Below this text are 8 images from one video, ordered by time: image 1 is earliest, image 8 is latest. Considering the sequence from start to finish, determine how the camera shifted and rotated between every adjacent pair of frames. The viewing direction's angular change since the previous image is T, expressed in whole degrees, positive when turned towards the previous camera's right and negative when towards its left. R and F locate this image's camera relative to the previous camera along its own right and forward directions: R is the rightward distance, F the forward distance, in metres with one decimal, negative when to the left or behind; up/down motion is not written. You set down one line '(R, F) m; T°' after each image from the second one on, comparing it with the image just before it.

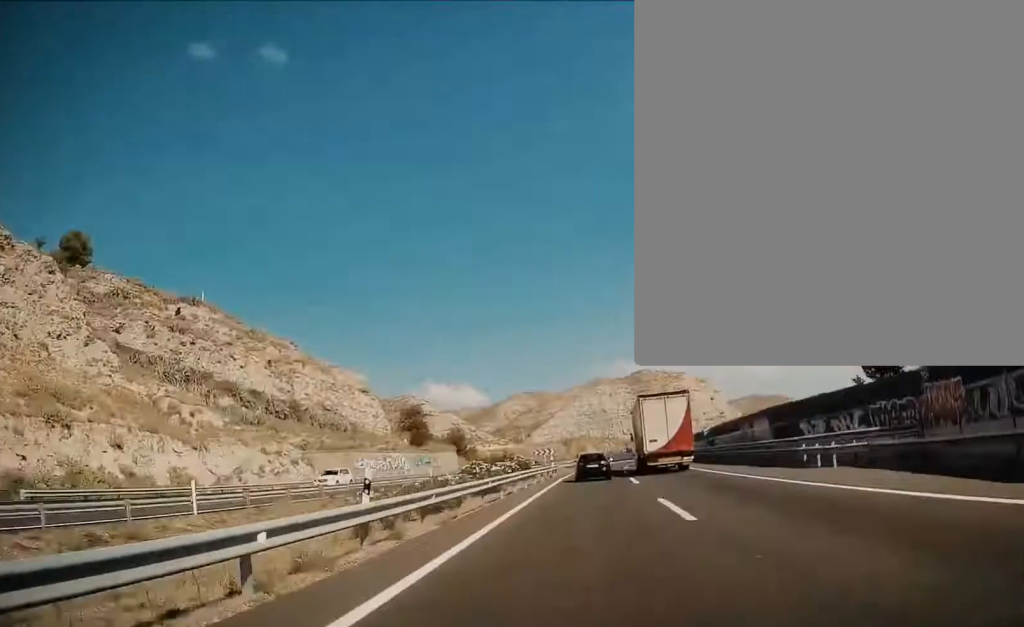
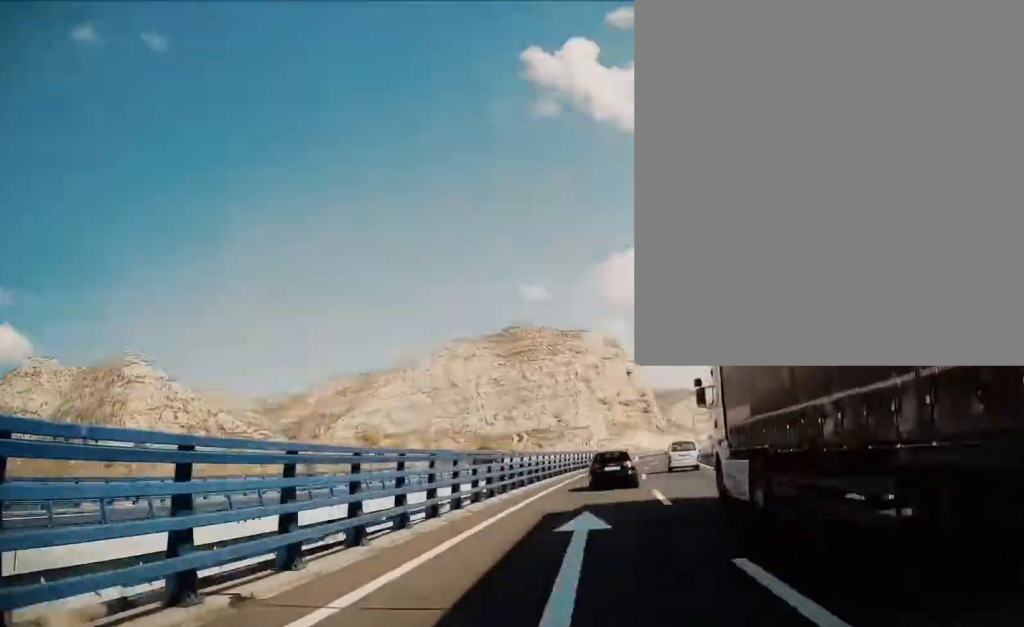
(+3.6, +155.2) m; +12°
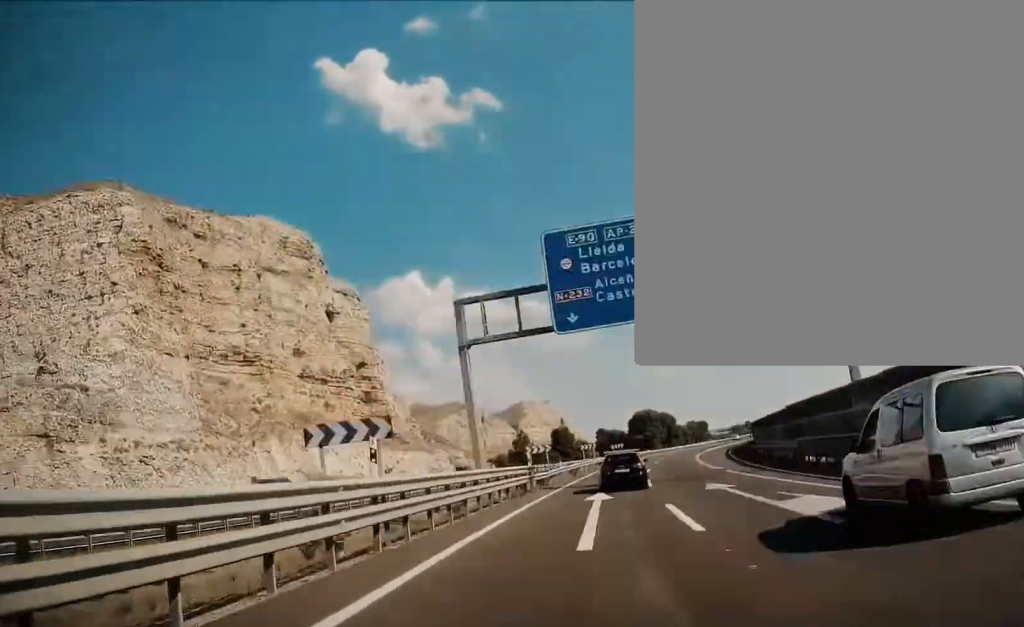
(+26.4, +152.6) m; +10°
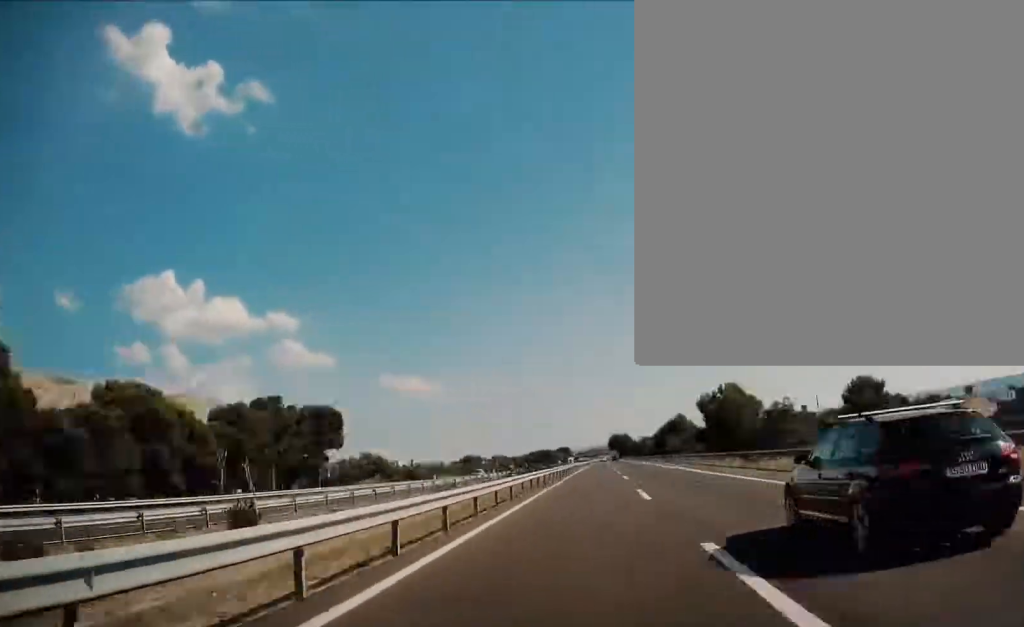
(+37.2, +242.8) m; +11°
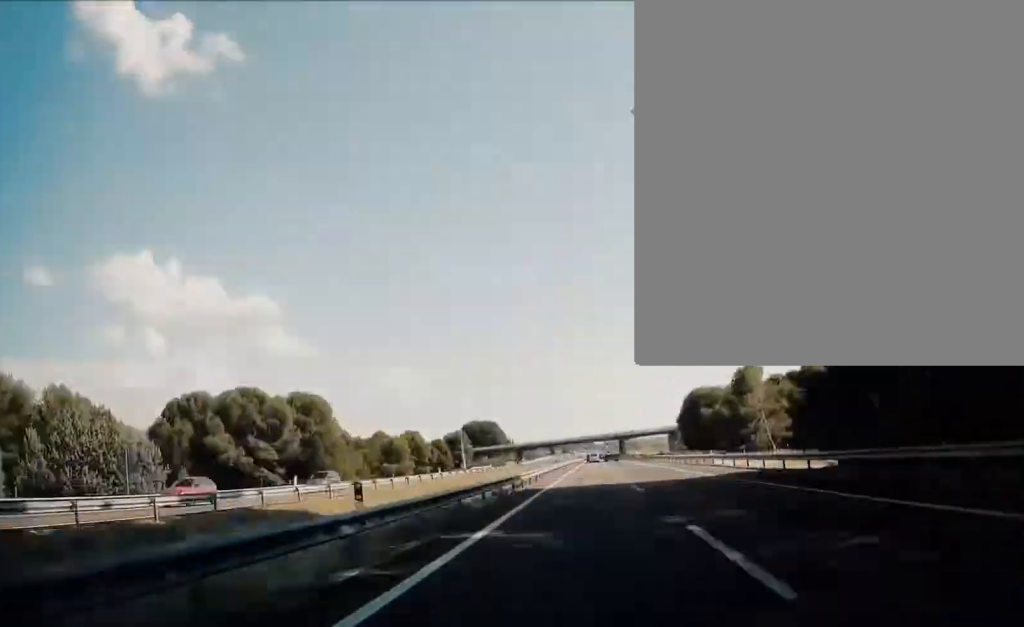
(+17.8, +467.2) m; +3°
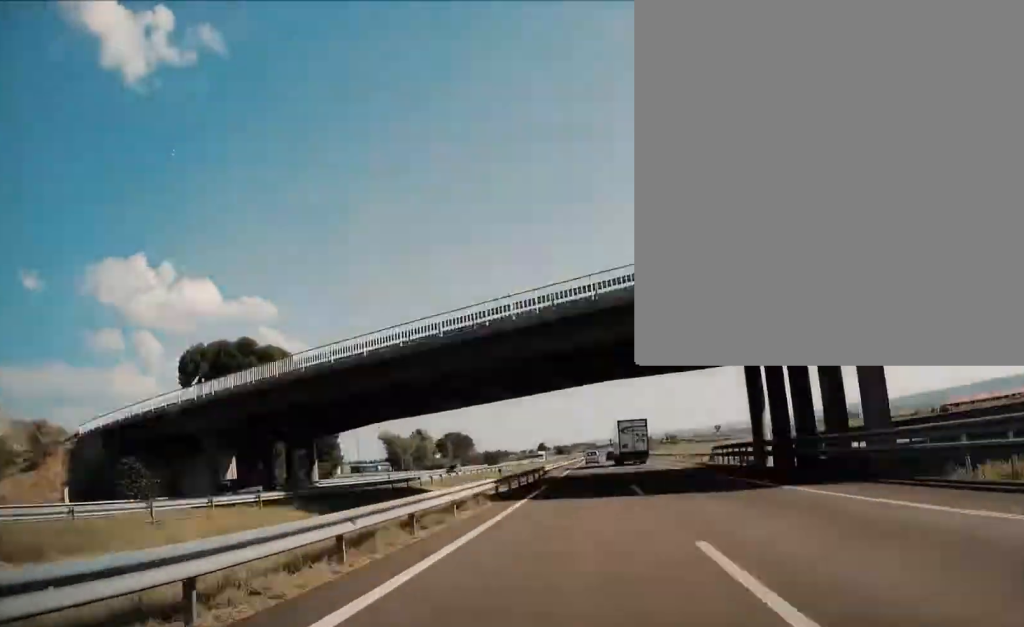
(+0.7, +207.5) m; +1°
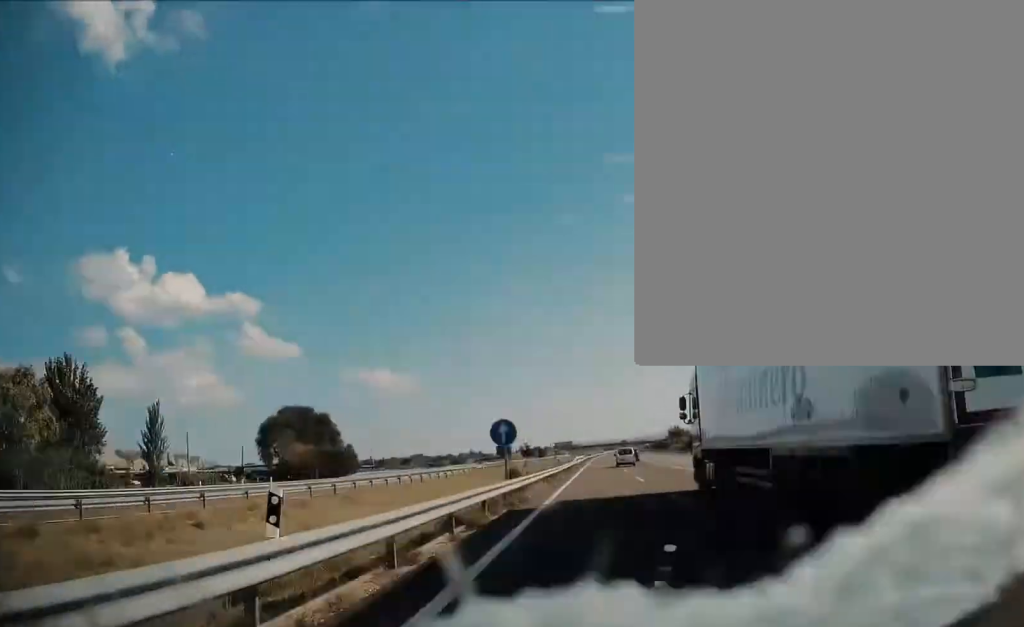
(+0.4, +178.0) m; +1°
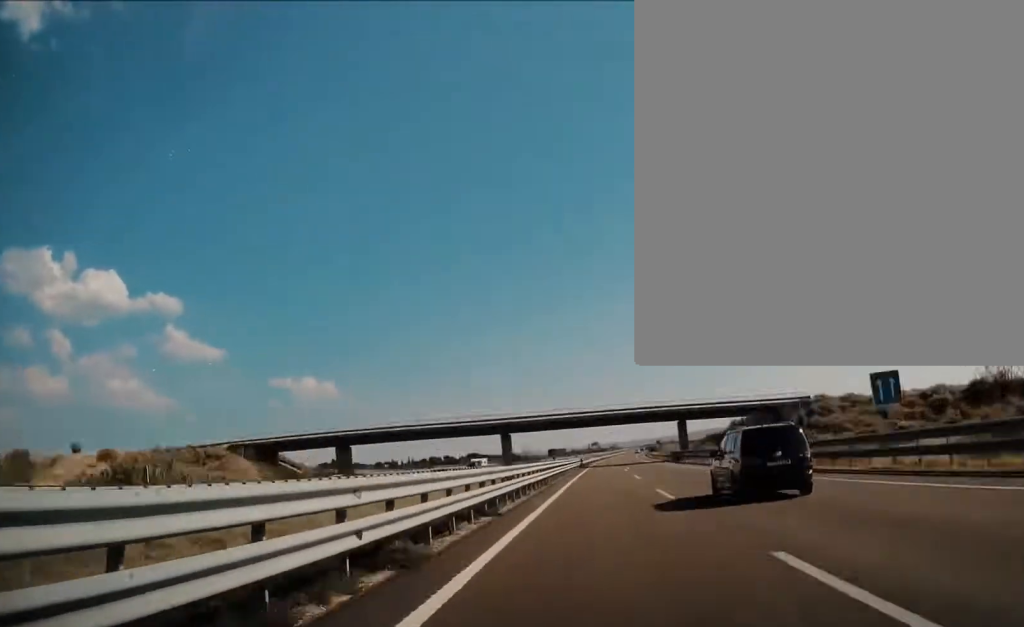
(+22.7, +423.0) m; +6°
